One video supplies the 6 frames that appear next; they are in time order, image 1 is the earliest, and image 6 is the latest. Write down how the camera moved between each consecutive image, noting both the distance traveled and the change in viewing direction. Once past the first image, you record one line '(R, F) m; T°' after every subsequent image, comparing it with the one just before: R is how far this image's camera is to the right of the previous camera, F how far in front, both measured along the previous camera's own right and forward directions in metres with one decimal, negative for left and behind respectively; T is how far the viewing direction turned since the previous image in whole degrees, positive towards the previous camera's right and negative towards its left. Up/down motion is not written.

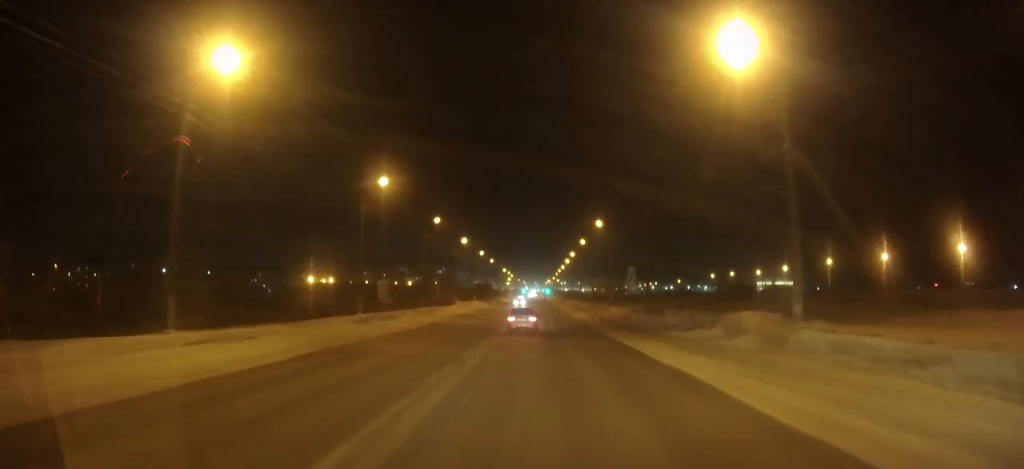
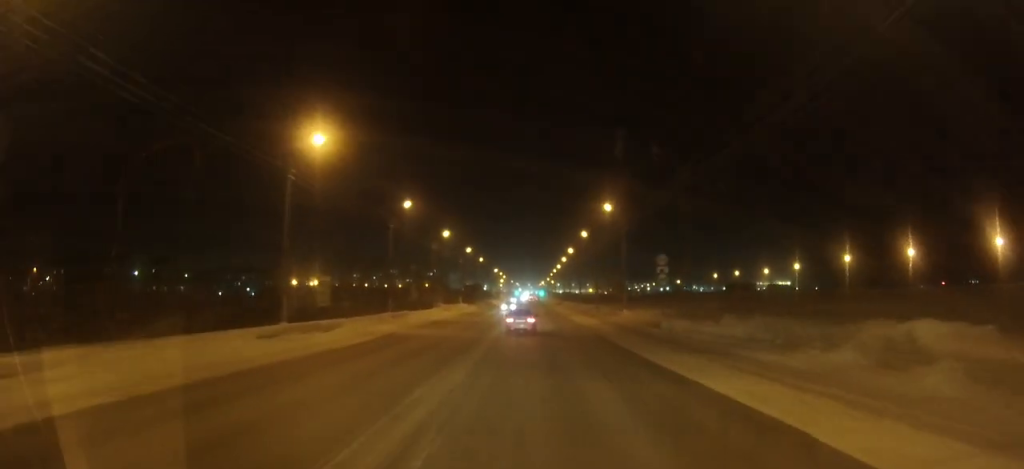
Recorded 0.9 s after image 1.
(+0.2, +13.7) m; +1°
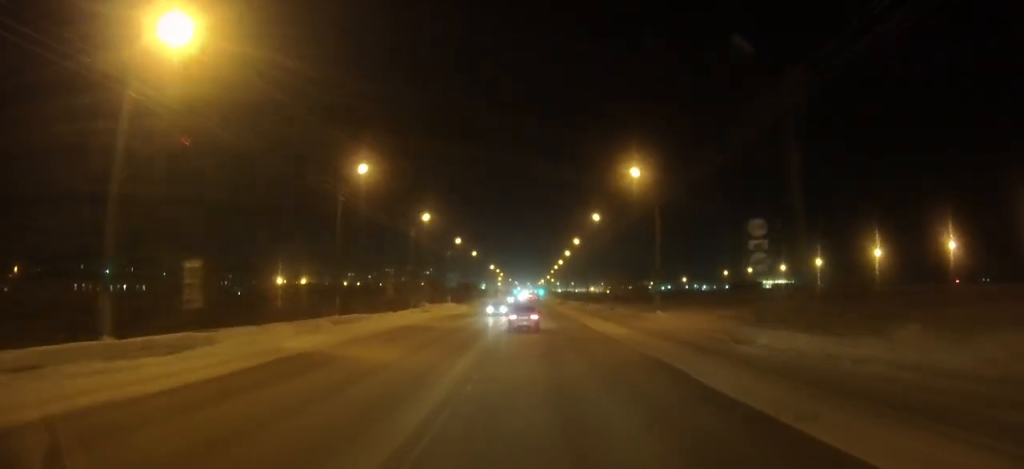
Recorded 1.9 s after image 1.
(+0.1, +15.7) m; +1°
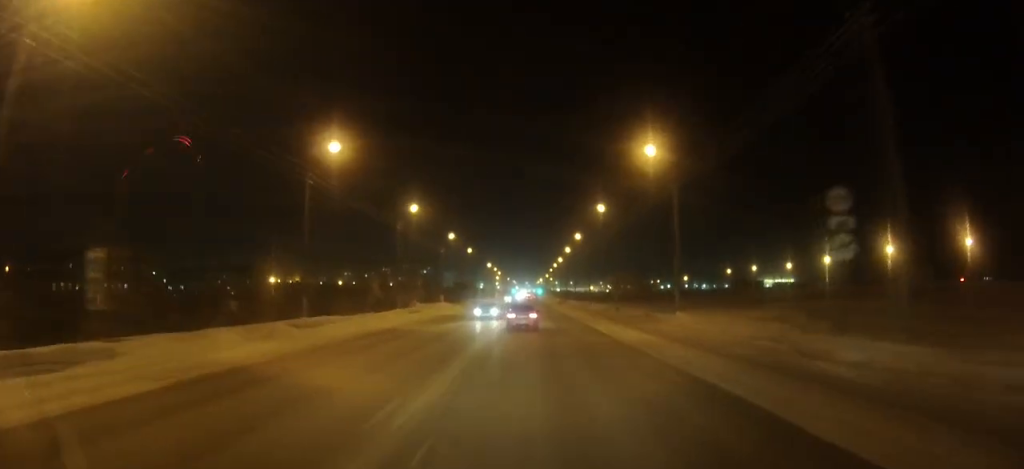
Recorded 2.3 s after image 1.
(0.0, +6.3) m; 0°
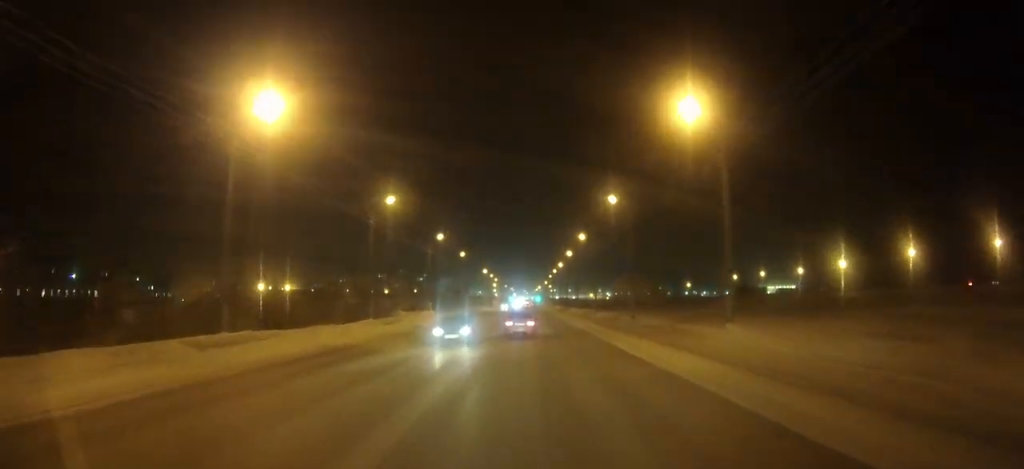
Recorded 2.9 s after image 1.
(+0.1, +9.9) m; 0°
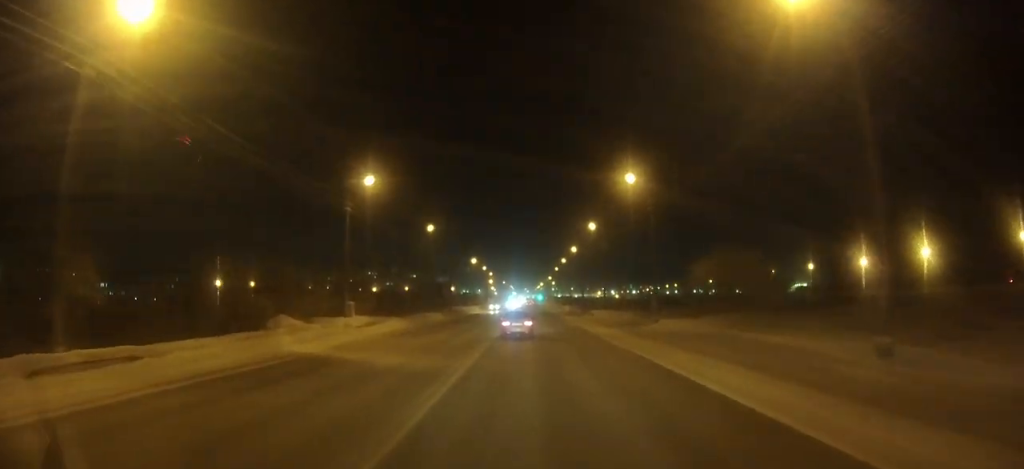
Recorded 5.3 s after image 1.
(-0.1, +37.0) m; 0°
